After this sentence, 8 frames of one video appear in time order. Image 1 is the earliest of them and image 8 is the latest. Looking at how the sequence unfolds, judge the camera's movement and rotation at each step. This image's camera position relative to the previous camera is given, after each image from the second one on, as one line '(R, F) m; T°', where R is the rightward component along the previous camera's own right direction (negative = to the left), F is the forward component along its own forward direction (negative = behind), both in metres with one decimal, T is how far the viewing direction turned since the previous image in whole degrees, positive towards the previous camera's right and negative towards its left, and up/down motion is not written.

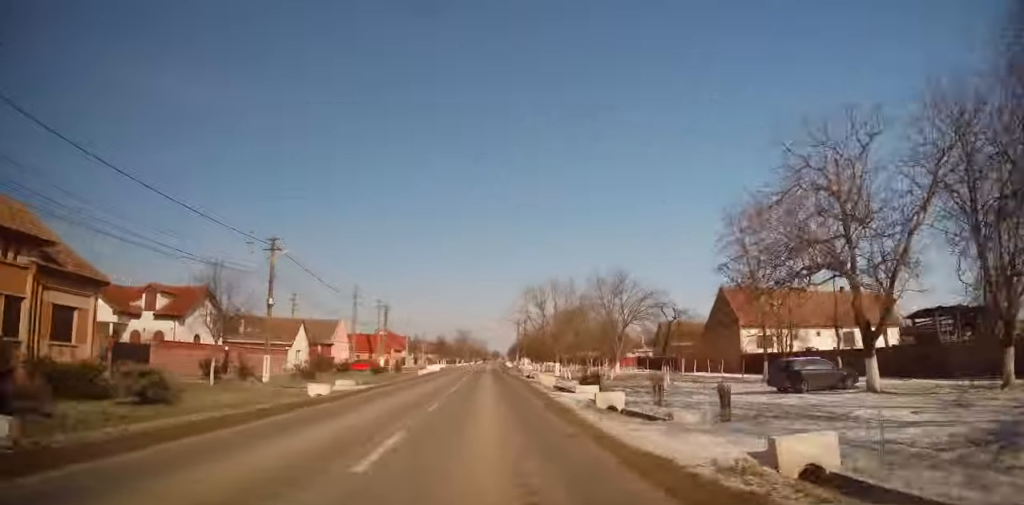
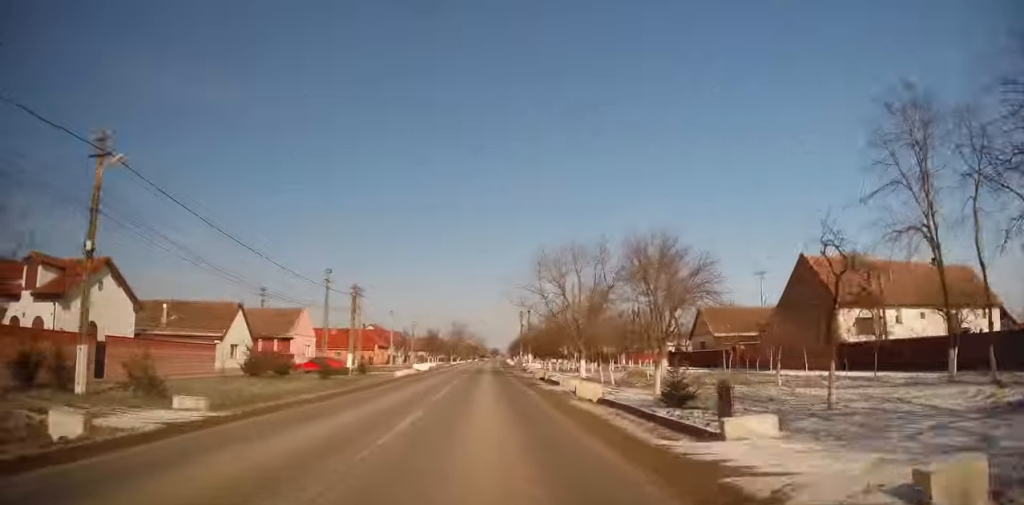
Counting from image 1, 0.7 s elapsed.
(+0.2, +14.5) m; 0°
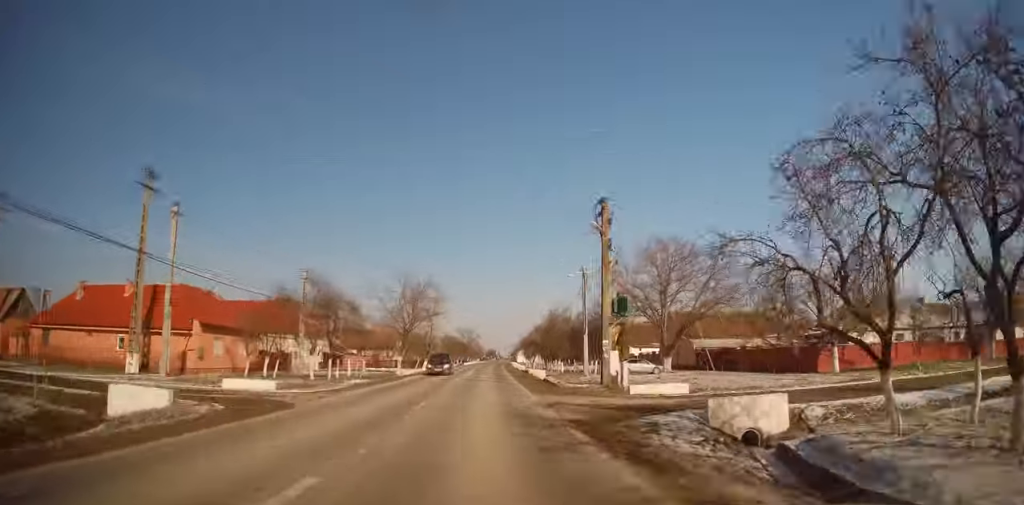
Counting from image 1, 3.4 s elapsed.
(-0.2, +59.6) m; -1°
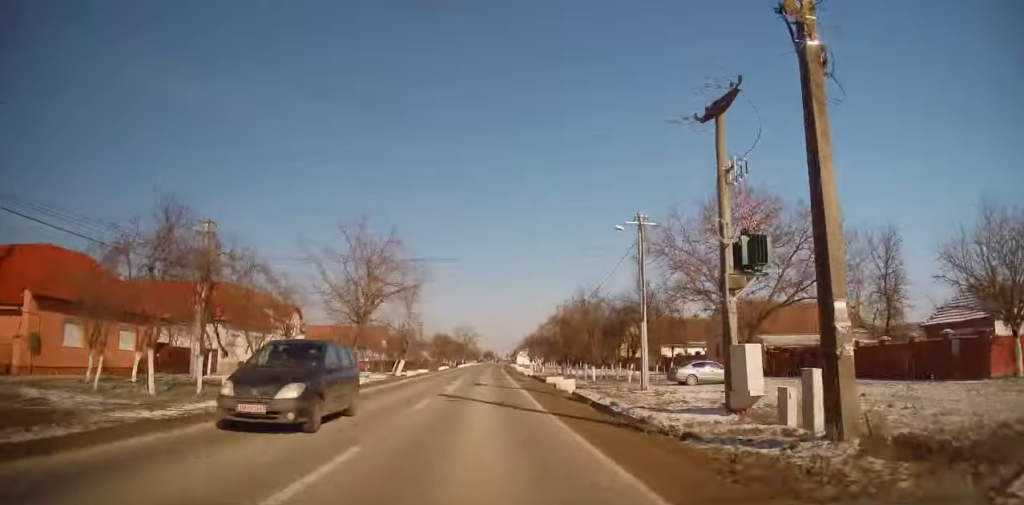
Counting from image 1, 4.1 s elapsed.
(0.0, +15.9) m; 0°
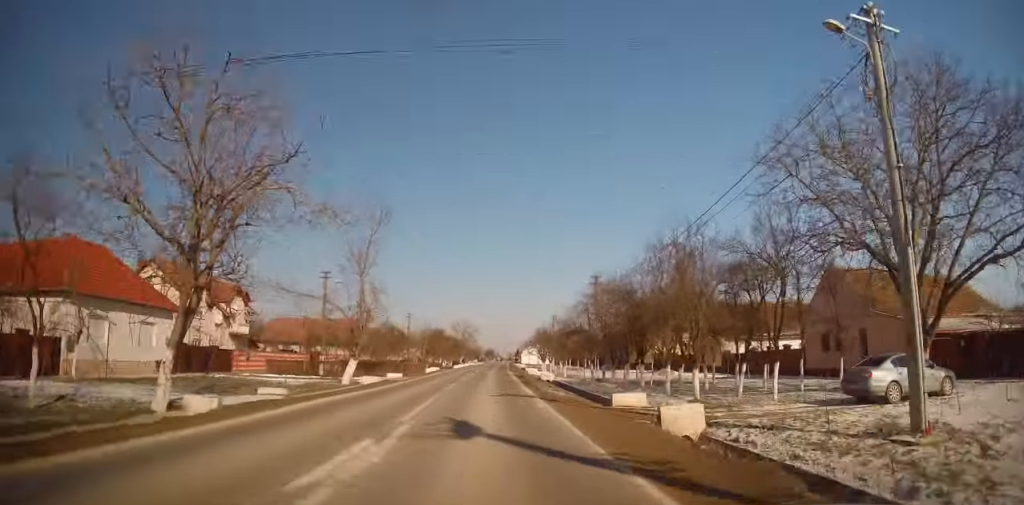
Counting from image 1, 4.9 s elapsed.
(+0.1, +17.3) m; 0°
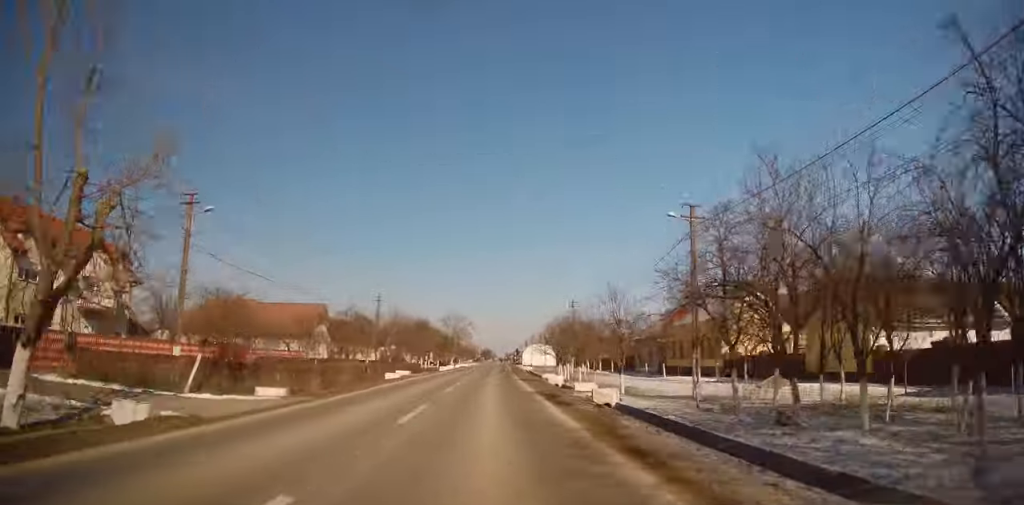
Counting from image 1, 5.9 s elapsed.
(+0.1, +21.6) m; 0°
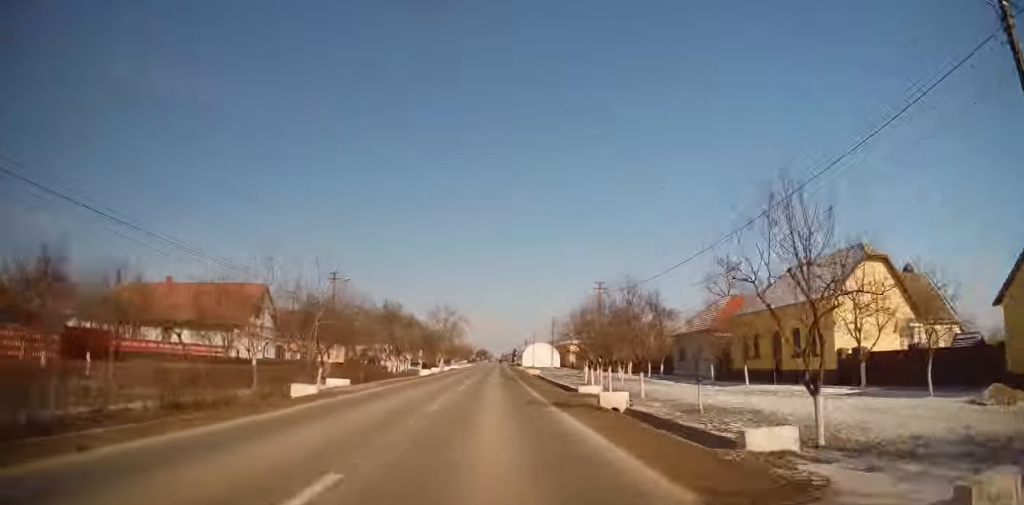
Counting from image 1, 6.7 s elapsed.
(-0.1, +17.2) m; 0°
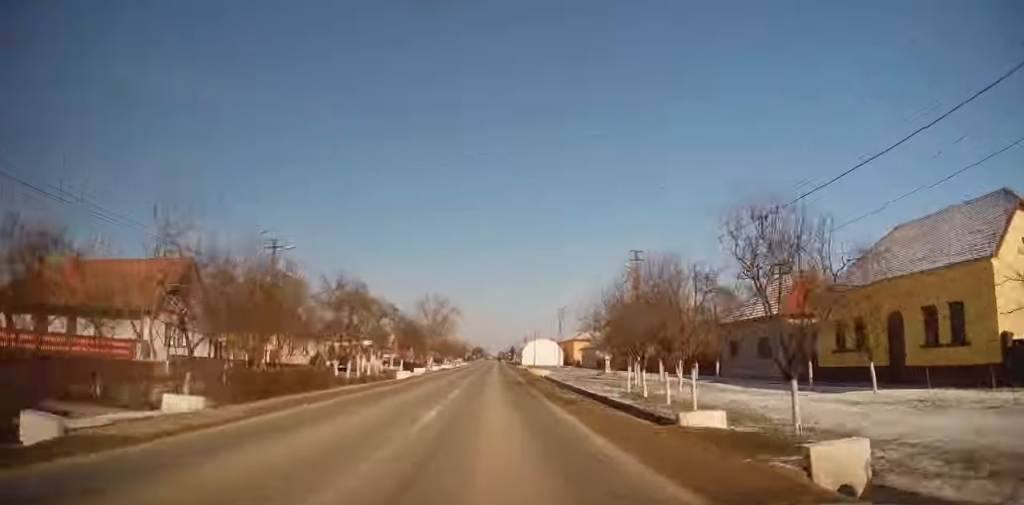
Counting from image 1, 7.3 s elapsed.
(+0.2, +12.8) m; +1°
